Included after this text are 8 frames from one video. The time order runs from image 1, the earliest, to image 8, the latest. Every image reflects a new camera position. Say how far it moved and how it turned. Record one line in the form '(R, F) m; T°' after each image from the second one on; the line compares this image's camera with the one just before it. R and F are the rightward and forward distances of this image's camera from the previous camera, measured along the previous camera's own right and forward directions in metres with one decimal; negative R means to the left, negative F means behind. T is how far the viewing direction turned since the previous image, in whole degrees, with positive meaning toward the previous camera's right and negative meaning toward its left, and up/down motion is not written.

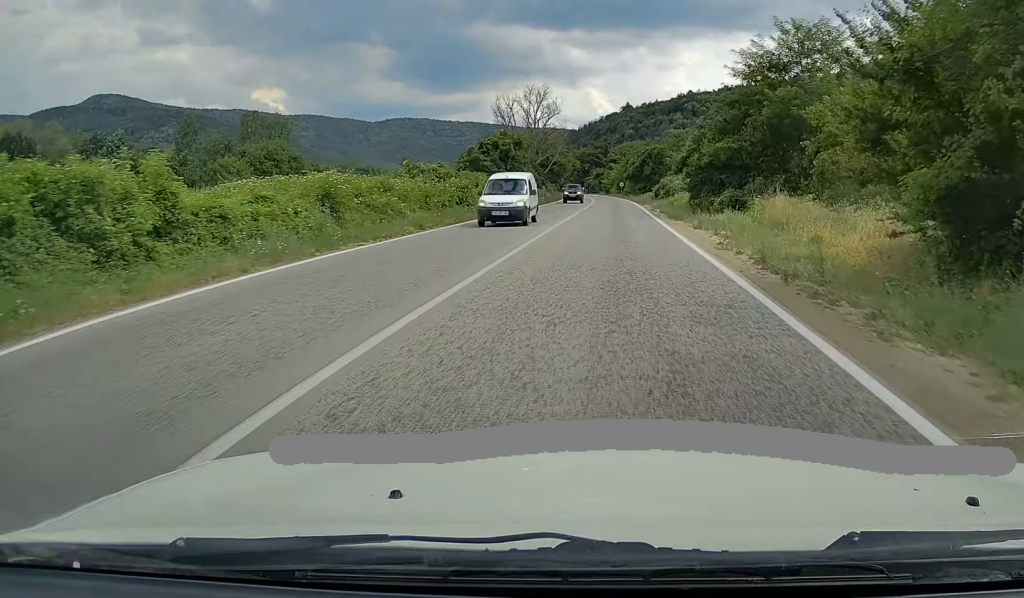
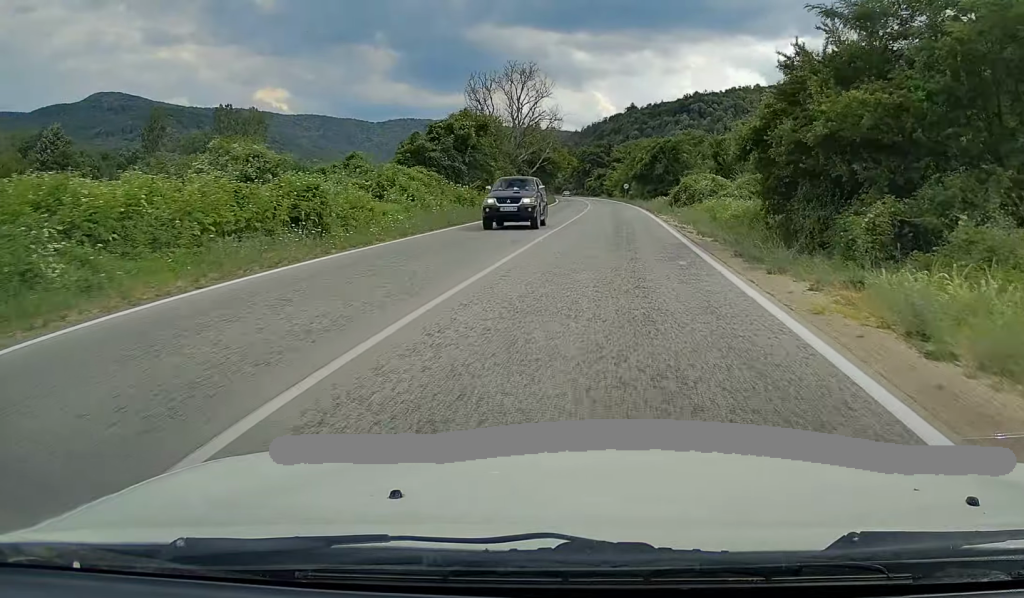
(-0.2, +18.9) m; 0°
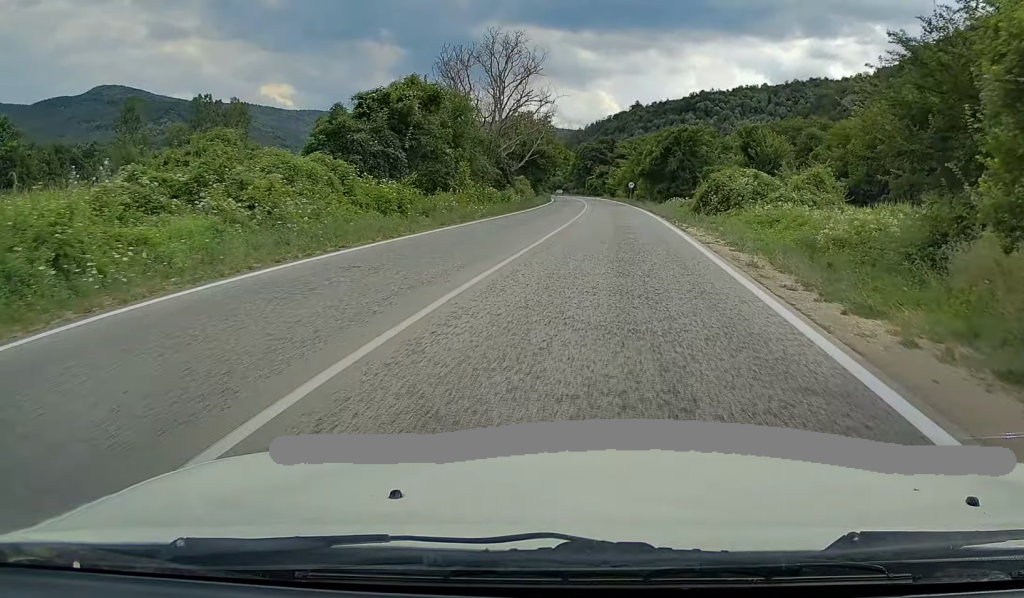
(0.0, +13.7) m; 0°
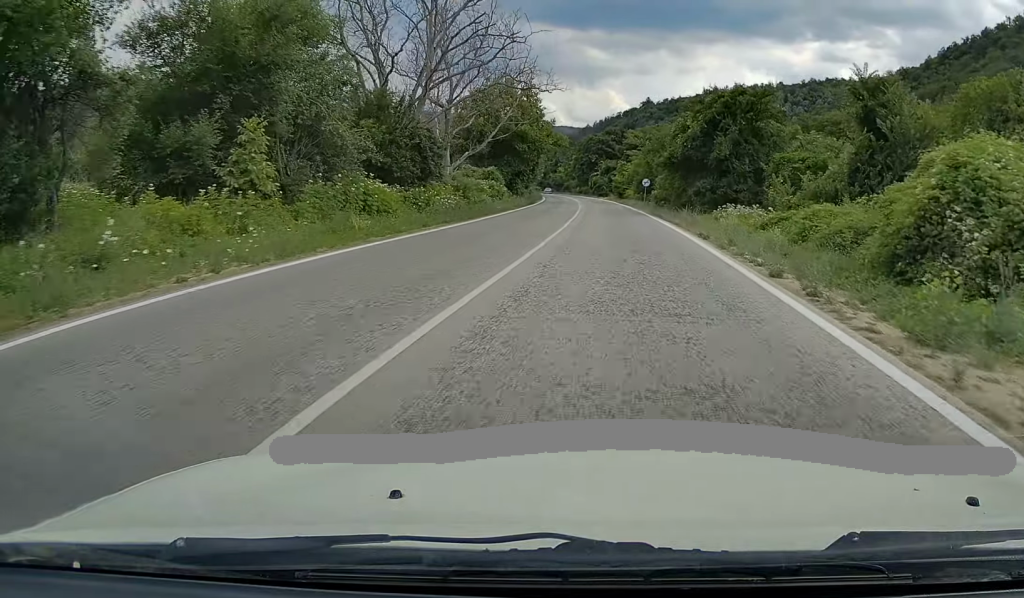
(-0.2, +24.8) m; -1°
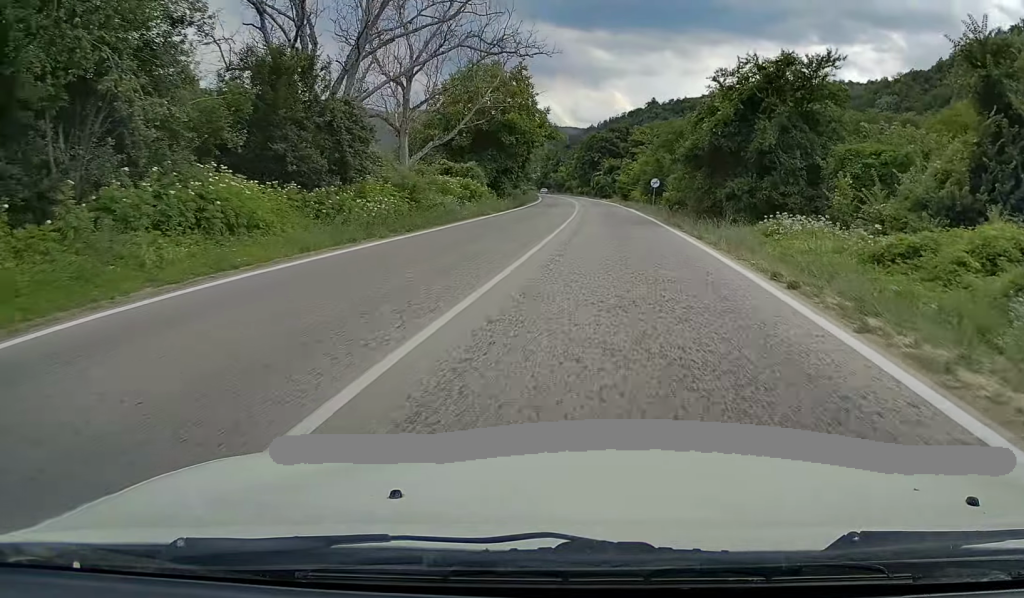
(0.0, +9.8) m; 0°
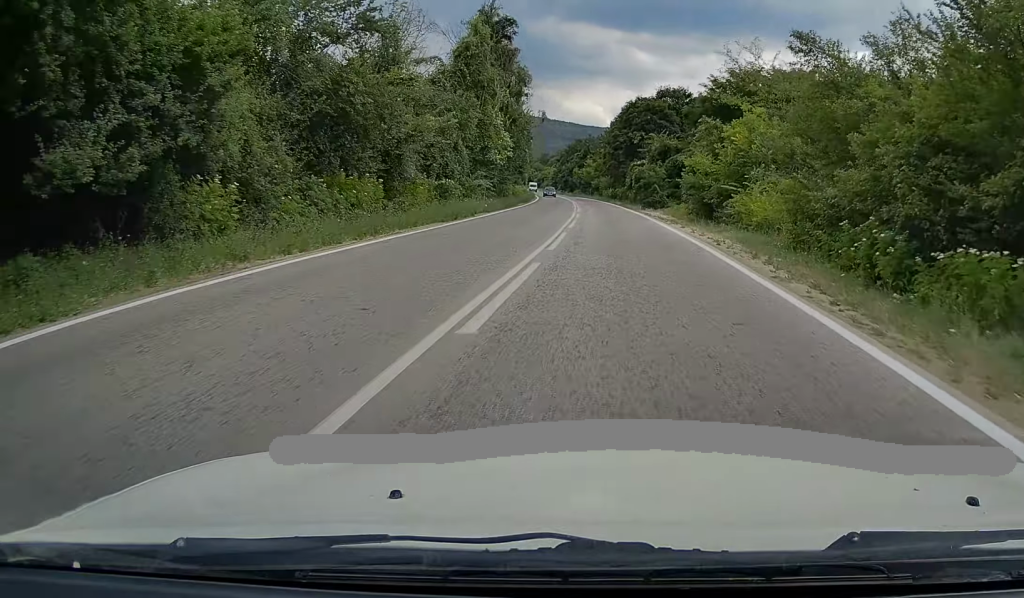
(-1.1, +52.9) m; -3°
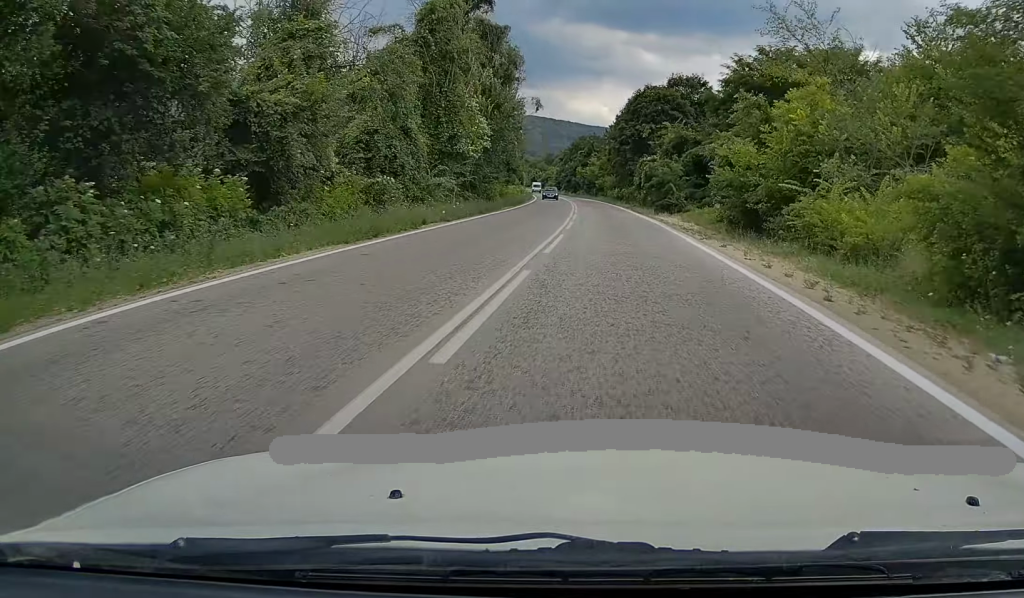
(-0.1, +9.9) m; -1°
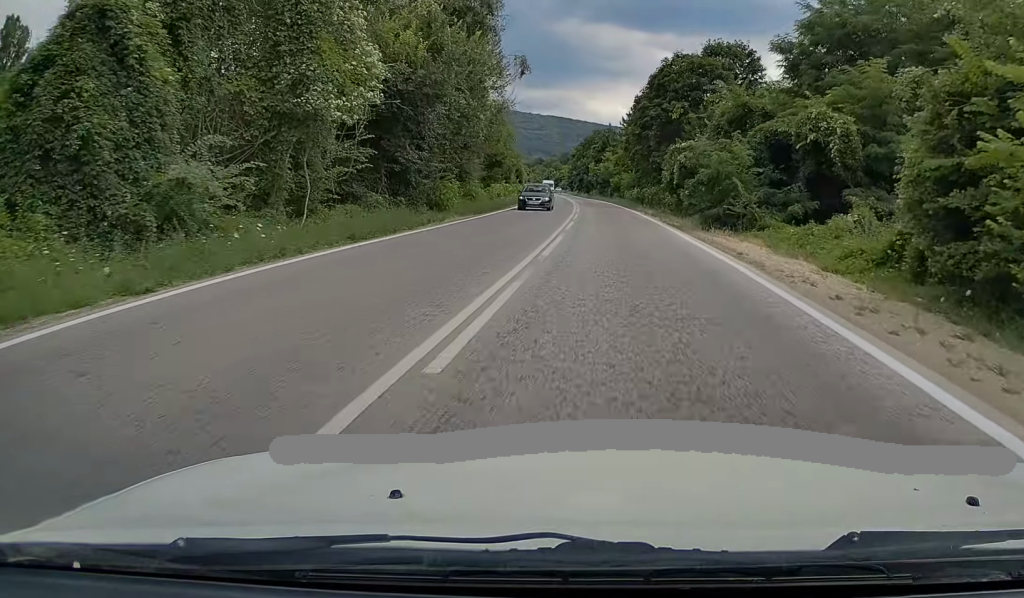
(-0.3, +18.6) m; -1°
